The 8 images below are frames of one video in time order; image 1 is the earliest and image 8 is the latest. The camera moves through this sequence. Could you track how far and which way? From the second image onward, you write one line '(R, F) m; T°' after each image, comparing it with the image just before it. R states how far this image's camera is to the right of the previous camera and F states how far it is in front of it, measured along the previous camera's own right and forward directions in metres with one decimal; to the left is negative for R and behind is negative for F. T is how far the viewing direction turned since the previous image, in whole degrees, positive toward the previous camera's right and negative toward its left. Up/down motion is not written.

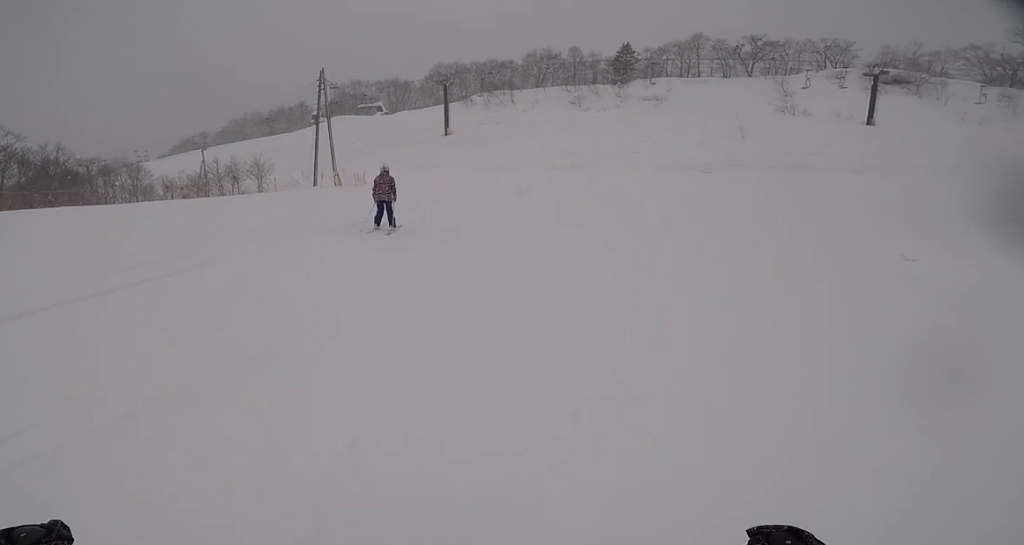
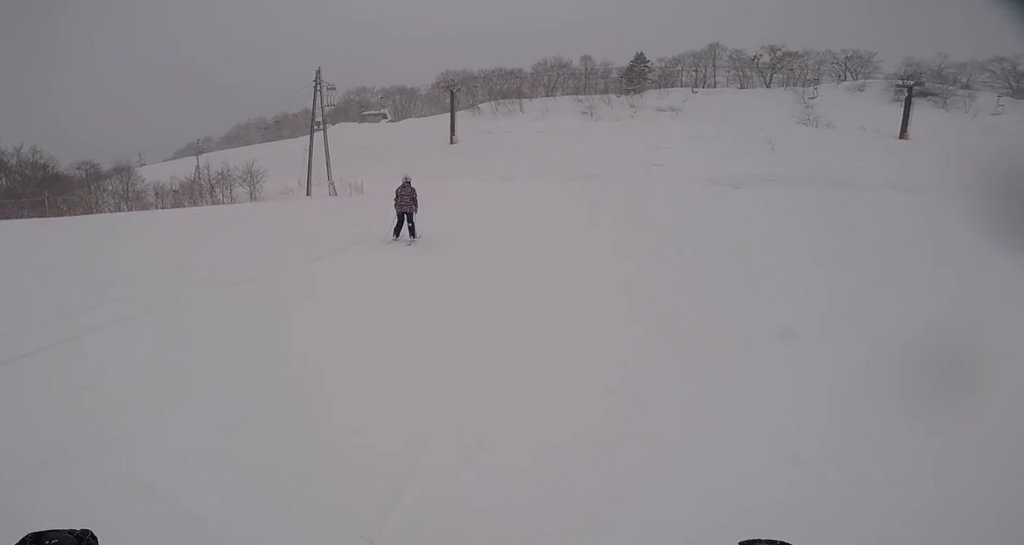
(+0.2, +3.6) m; +2°
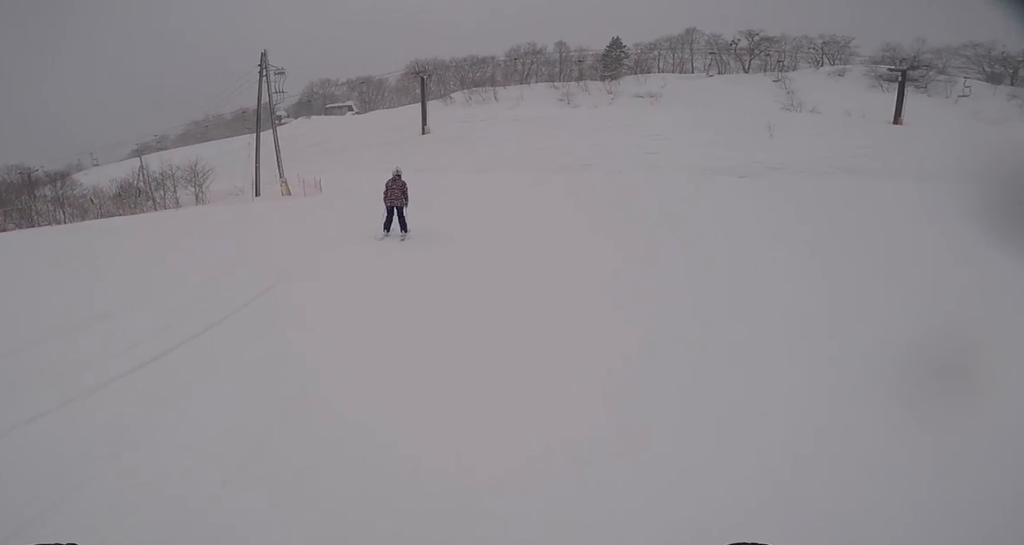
(-0.3, +4.5) m; 0°
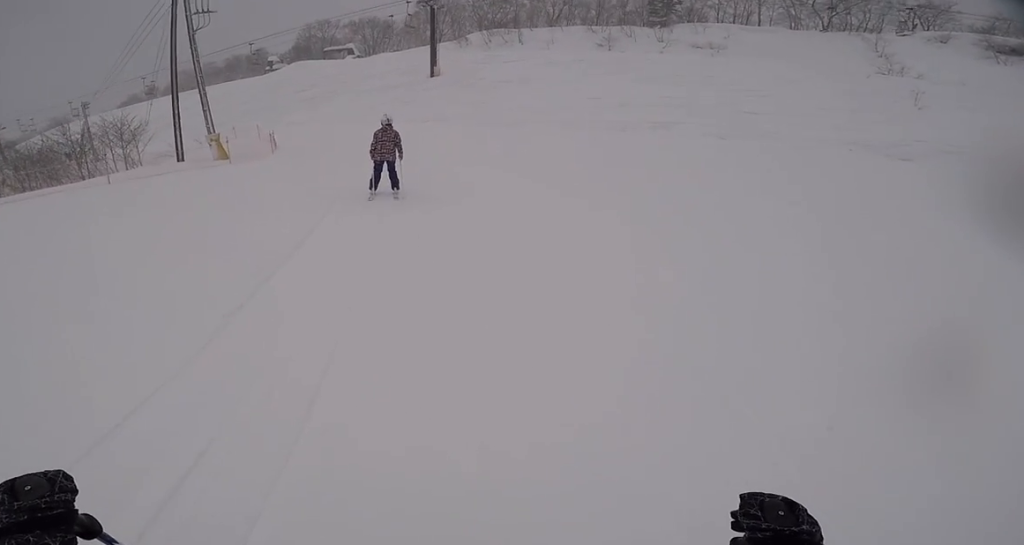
(-0.1, +10.4) m; 0°
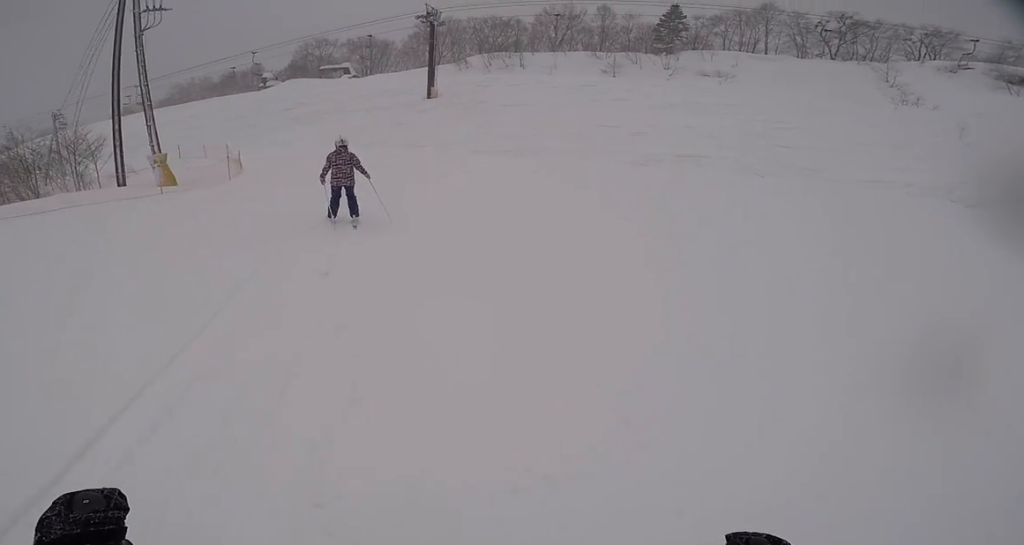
(+0.4, +3.8) m; 0°
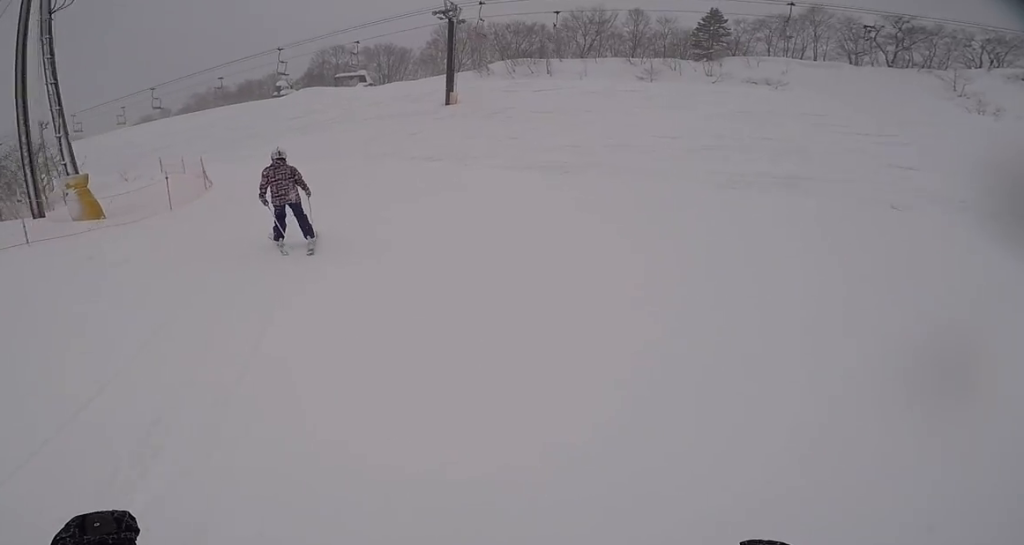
(-0.4, +5.2) m; -14°
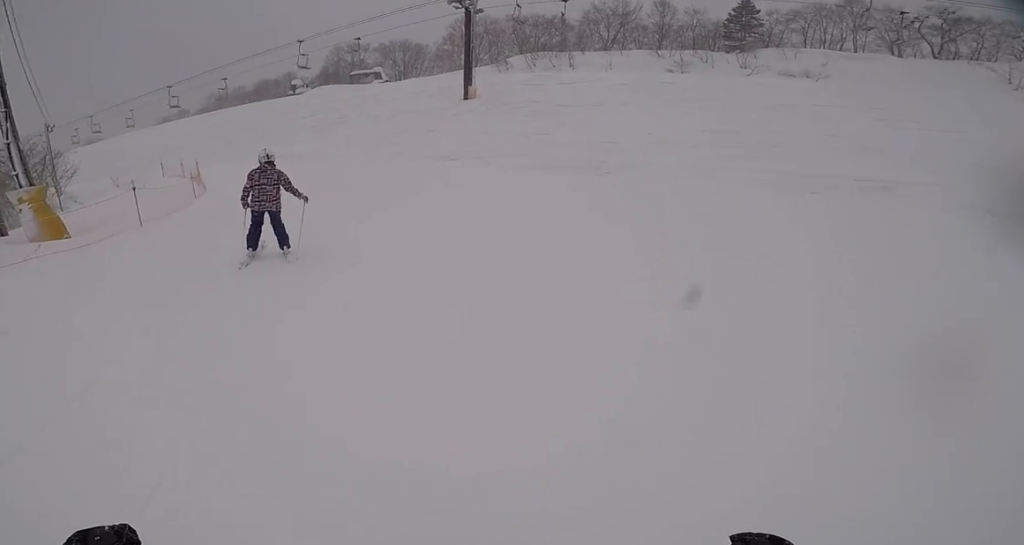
(-0.2, +2.3) m; -6°
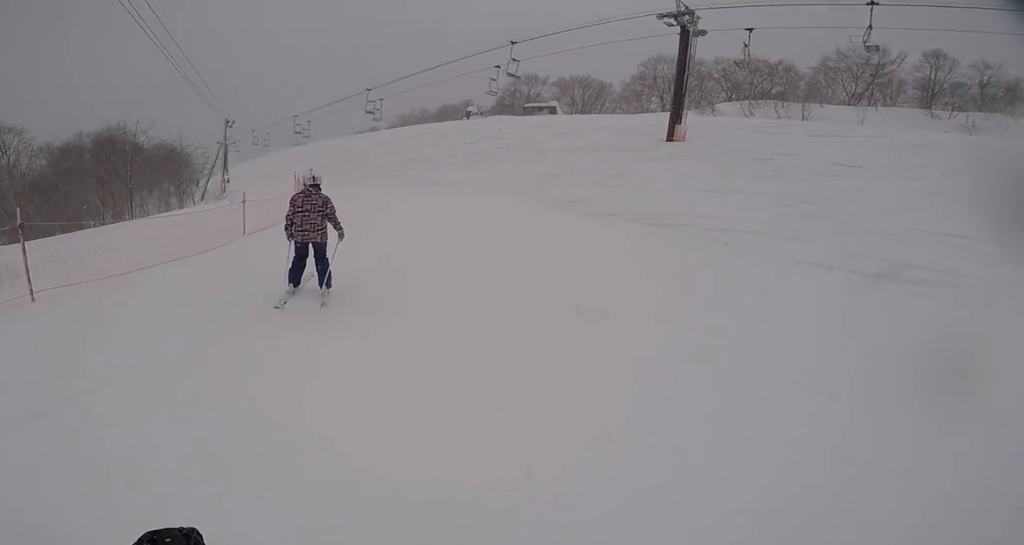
(-1.0, +6.9) m; -9°
